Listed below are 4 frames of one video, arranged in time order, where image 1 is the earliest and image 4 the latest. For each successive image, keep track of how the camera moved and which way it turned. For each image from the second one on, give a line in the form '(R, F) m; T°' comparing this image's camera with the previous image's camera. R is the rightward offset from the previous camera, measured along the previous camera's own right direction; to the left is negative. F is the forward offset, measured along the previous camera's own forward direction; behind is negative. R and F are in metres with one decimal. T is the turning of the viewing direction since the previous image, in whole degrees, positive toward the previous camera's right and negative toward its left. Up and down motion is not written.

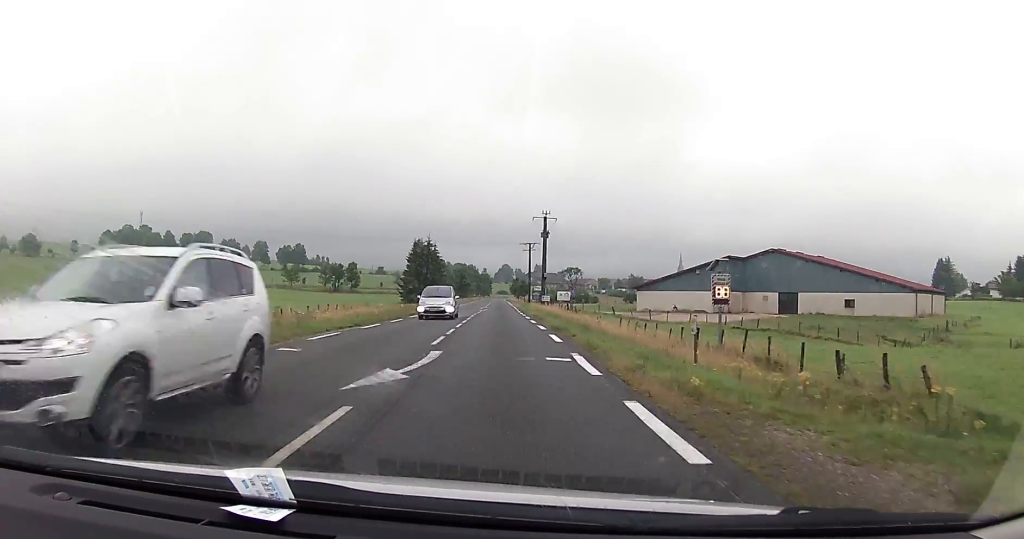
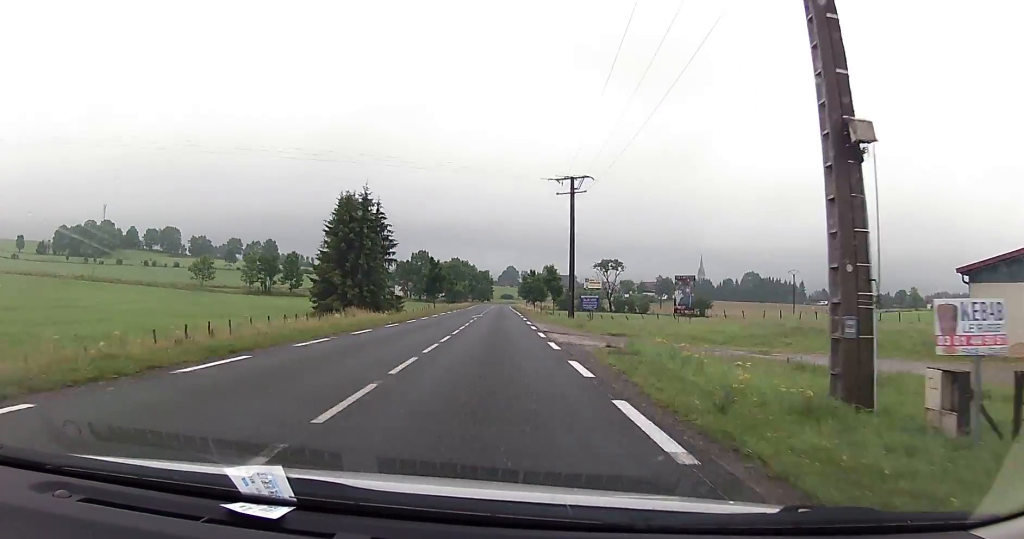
(+0.5, +72.7) m; 0°
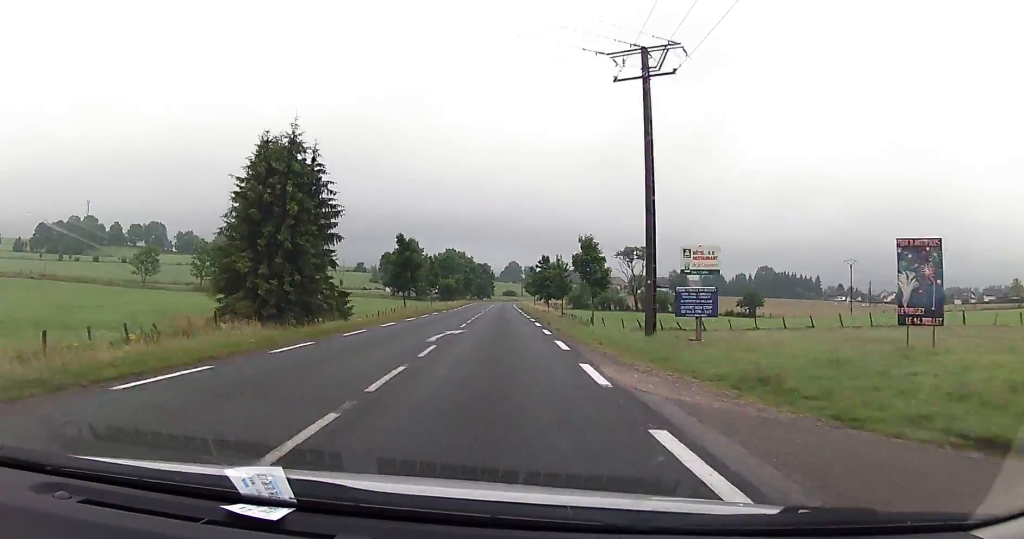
(-0.1, +27.7) m; 0°
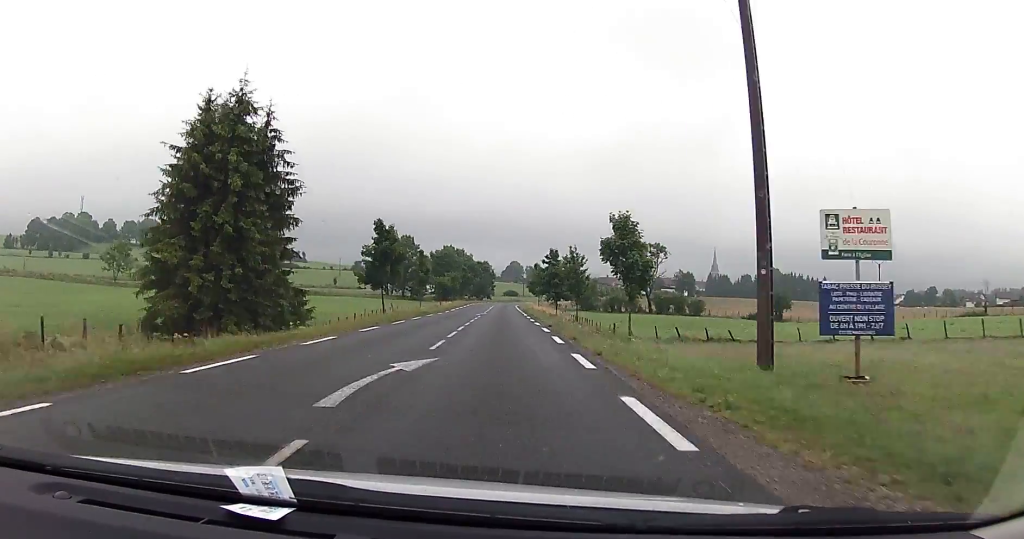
(0.0, +10.9) m; 0°
